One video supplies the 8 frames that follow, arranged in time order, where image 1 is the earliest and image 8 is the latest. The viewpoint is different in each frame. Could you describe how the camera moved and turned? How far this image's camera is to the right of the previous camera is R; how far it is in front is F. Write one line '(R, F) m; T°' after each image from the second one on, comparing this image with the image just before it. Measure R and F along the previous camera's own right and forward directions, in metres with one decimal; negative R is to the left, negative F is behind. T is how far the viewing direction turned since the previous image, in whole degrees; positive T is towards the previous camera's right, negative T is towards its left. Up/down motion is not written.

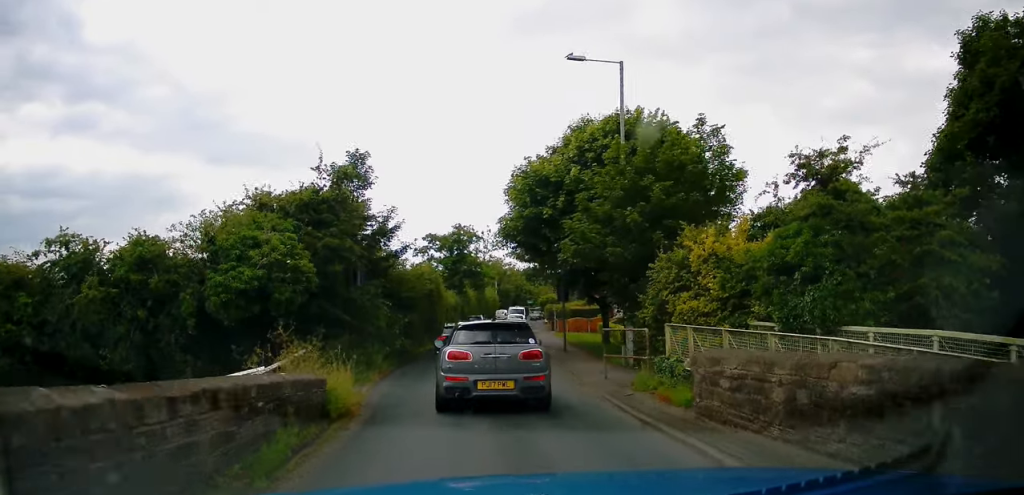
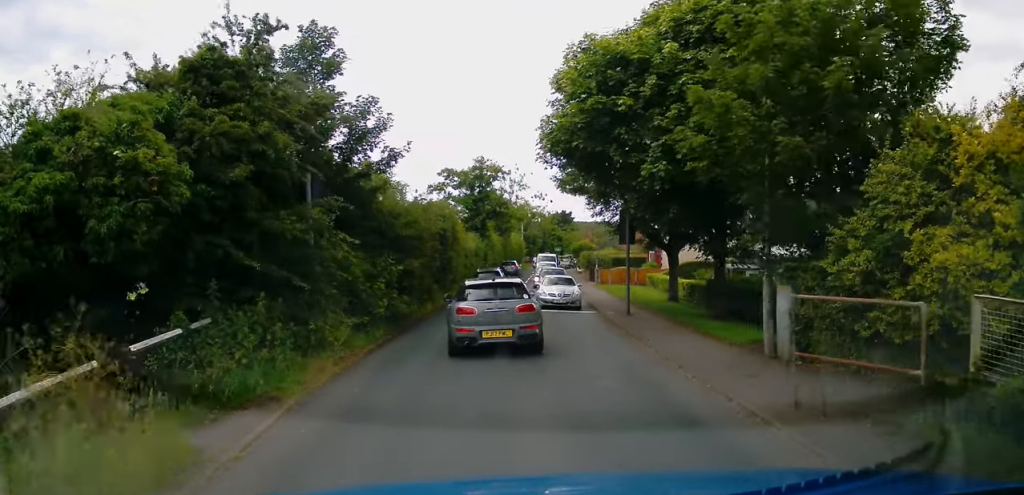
(-0.2, +8.0) m; -2°
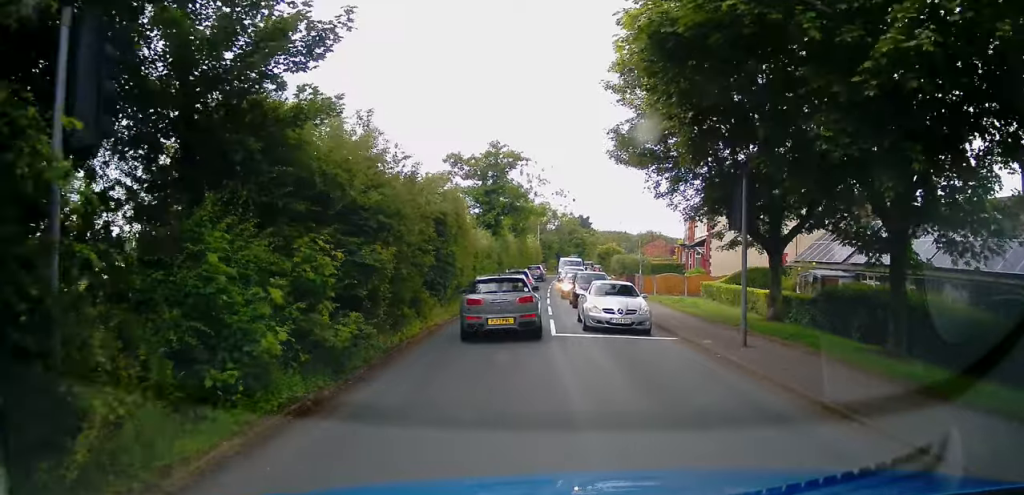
(-0.1, +8.4) m; +1°
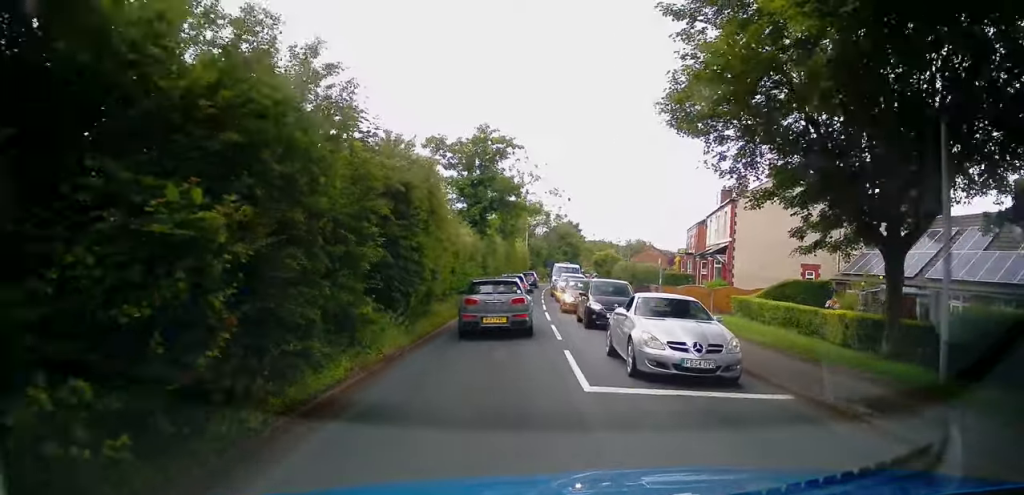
(+0.2, +6.5) m; 0°
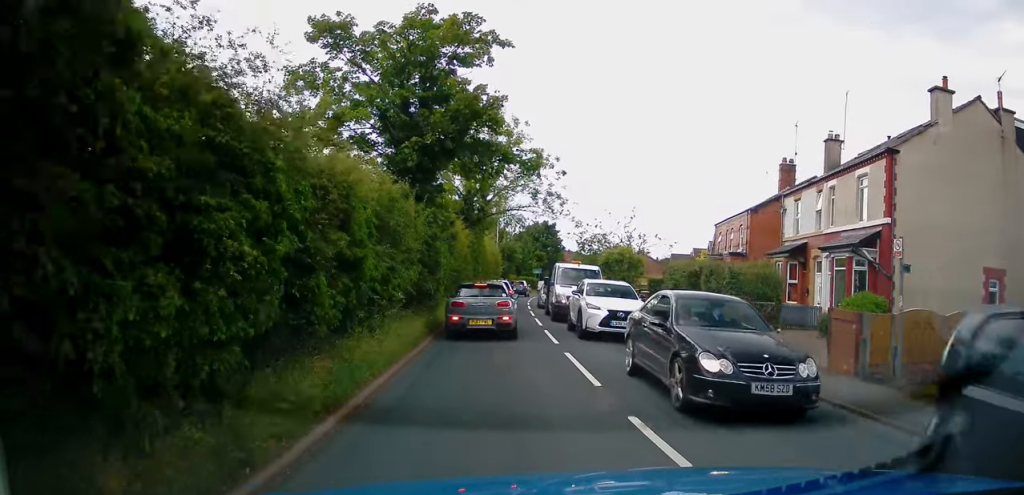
(-0.1, +17.1) m; +3°
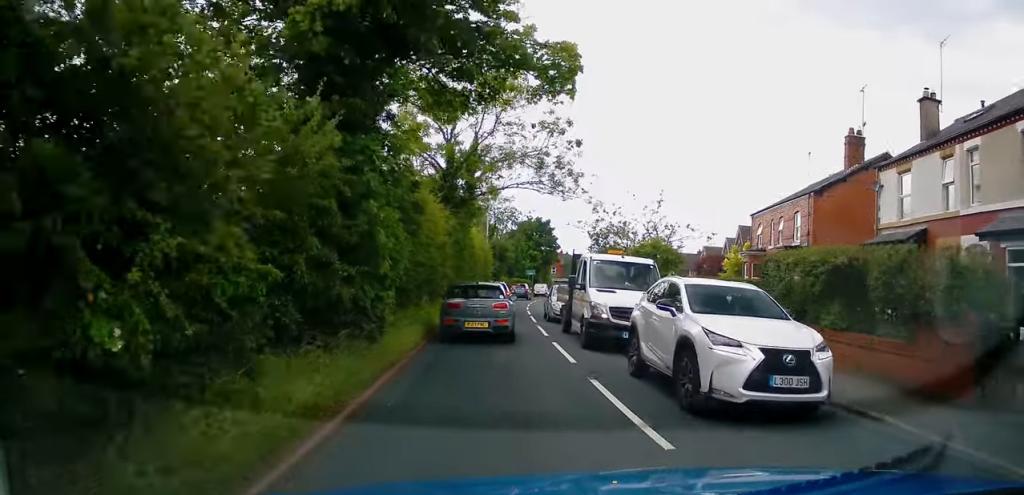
(+0.6, +9.3) m; +3°
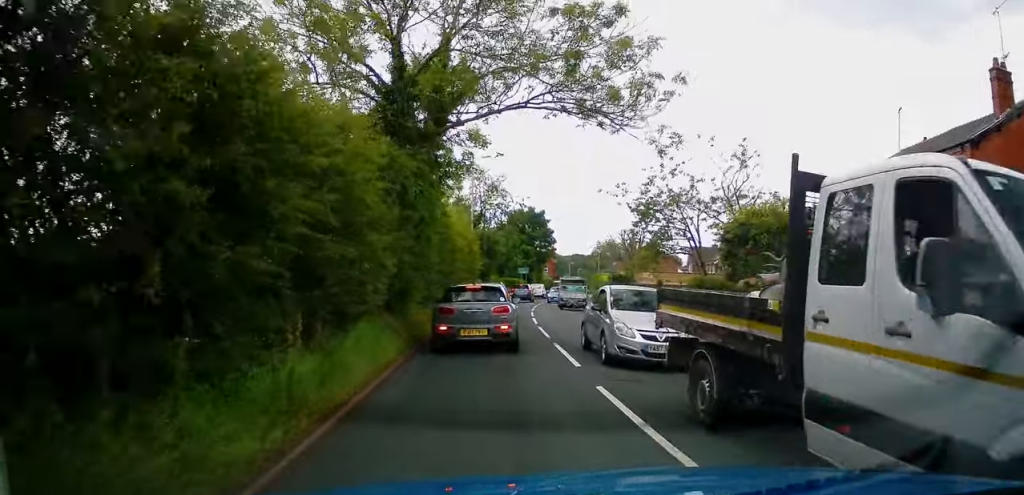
(-0.1, +12.0) m; -1°
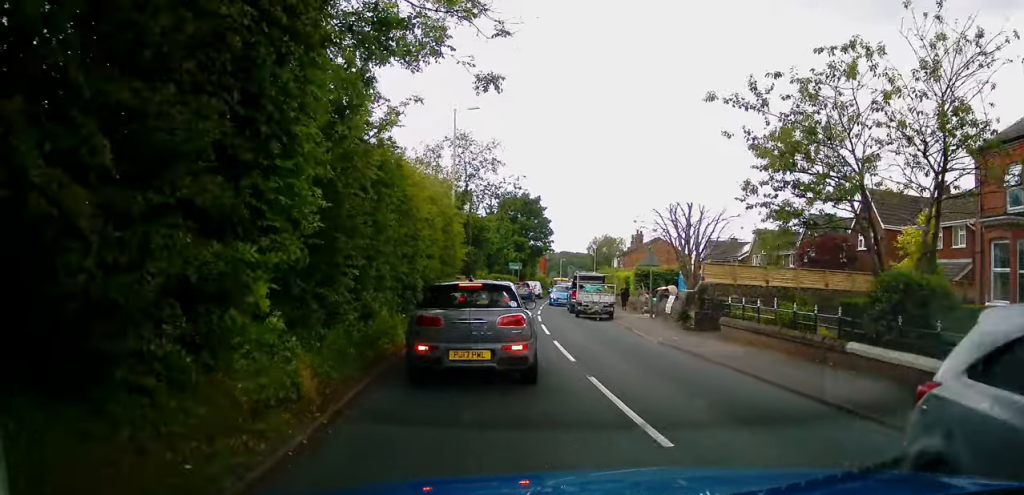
(0.0, +11.0) m; -1°
